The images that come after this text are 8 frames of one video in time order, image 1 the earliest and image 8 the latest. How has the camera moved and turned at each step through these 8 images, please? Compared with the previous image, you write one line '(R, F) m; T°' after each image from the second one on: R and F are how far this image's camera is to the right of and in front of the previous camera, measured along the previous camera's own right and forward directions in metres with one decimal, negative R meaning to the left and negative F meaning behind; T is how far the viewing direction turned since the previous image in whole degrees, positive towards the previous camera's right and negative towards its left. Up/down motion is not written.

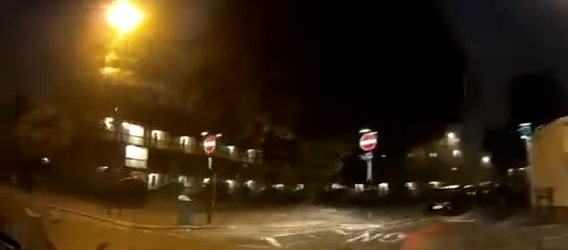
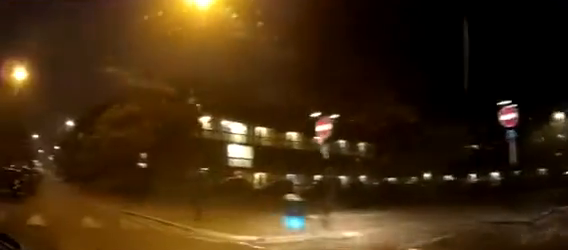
(0.0, +2.2) m; -21°
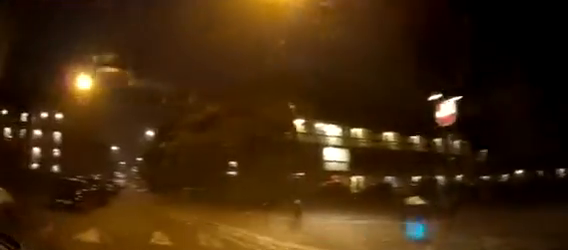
(-0.6, +1.6) m; -12°
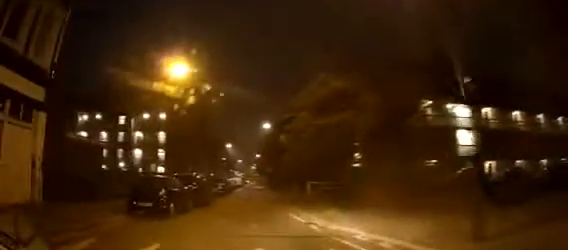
(-0.4, +2.8) m; -12°
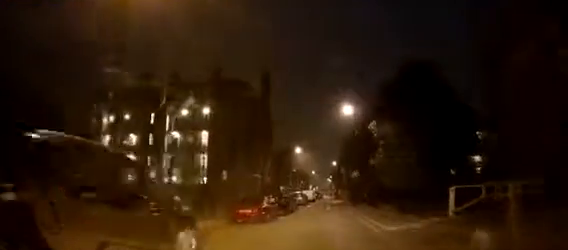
(-1.7, +11.8) m; -11°
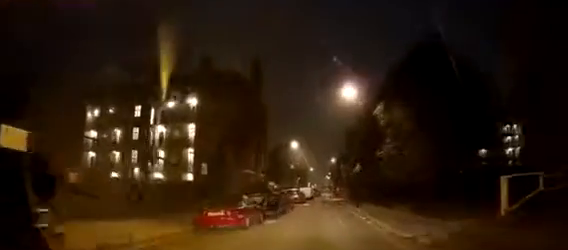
(0.0, +3.2) m; 0°
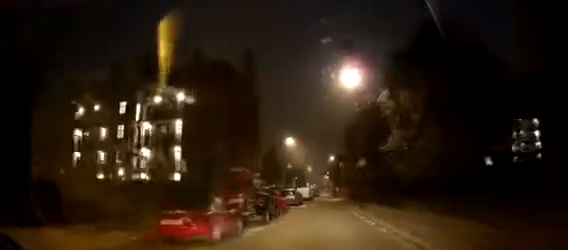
(0.0, +2.7) m; 0°
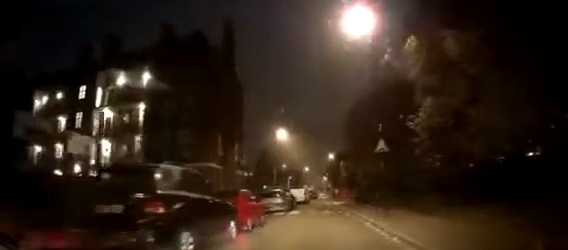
(0.0, +6.5) m; 0°
